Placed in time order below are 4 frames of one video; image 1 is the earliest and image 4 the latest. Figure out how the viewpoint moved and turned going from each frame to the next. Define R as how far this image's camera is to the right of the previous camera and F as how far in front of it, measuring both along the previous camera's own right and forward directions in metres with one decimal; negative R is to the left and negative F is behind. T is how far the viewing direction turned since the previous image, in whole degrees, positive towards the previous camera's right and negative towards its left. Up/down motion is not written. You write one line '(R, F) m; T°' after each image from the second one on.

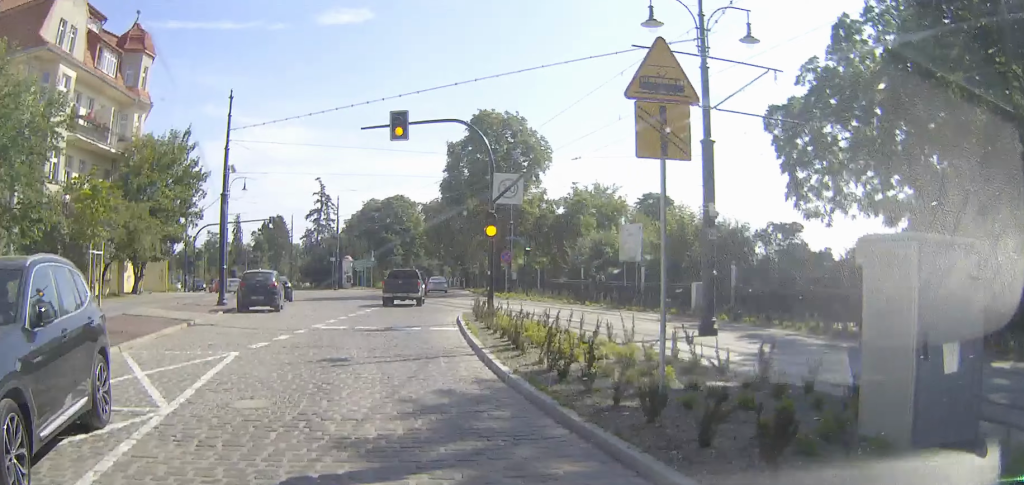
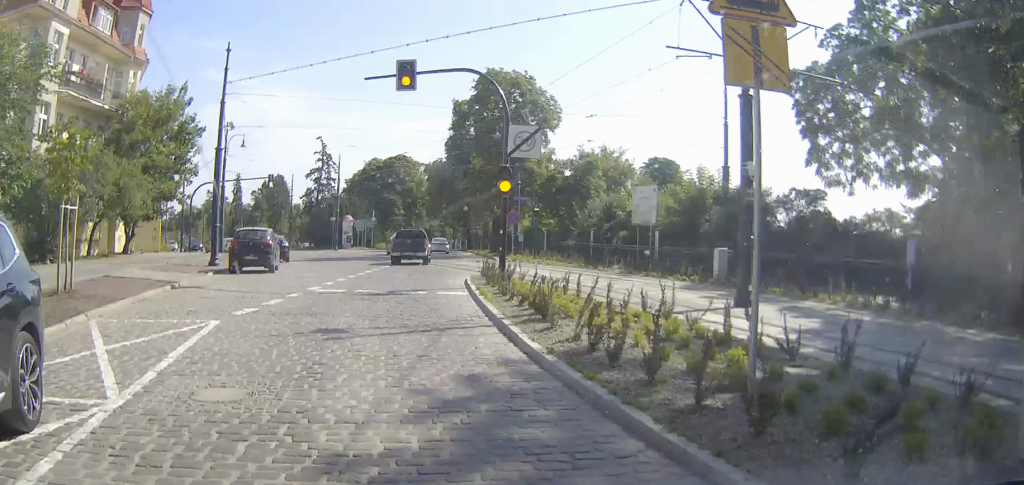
(0.0, +1.9) m; +2°
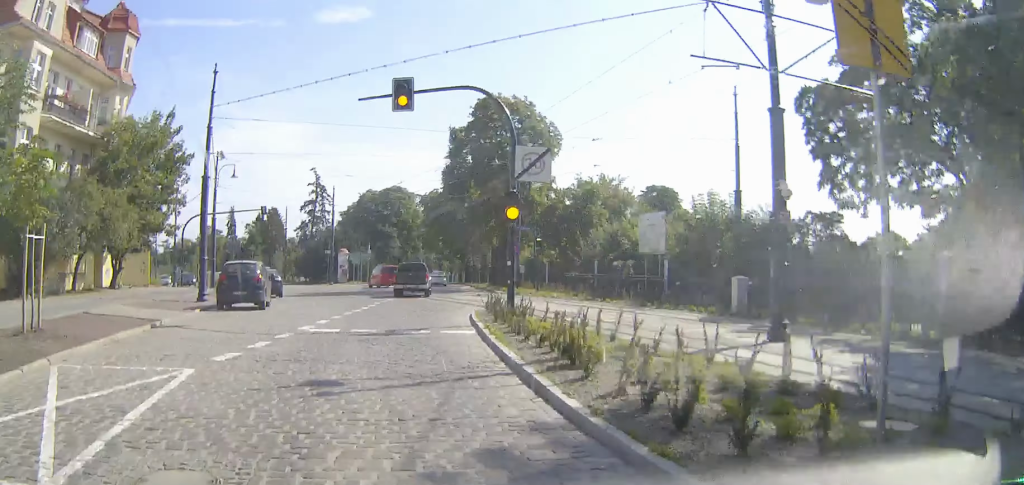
(0.0, +2.1) m; +1°
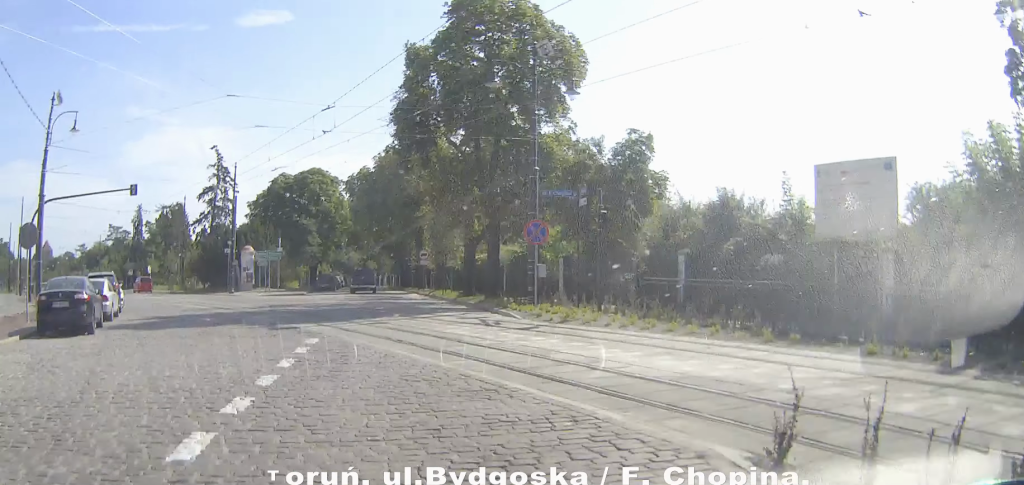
(+0.3, +24.8) m; +1°
